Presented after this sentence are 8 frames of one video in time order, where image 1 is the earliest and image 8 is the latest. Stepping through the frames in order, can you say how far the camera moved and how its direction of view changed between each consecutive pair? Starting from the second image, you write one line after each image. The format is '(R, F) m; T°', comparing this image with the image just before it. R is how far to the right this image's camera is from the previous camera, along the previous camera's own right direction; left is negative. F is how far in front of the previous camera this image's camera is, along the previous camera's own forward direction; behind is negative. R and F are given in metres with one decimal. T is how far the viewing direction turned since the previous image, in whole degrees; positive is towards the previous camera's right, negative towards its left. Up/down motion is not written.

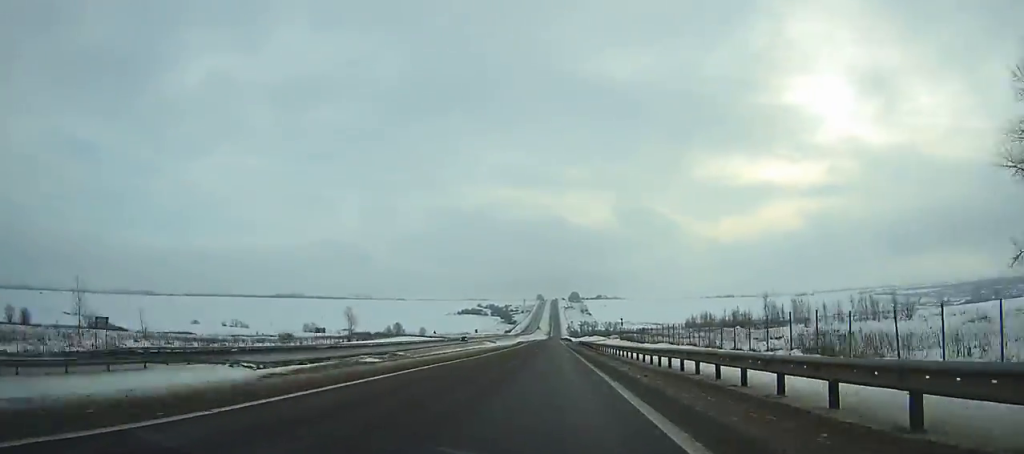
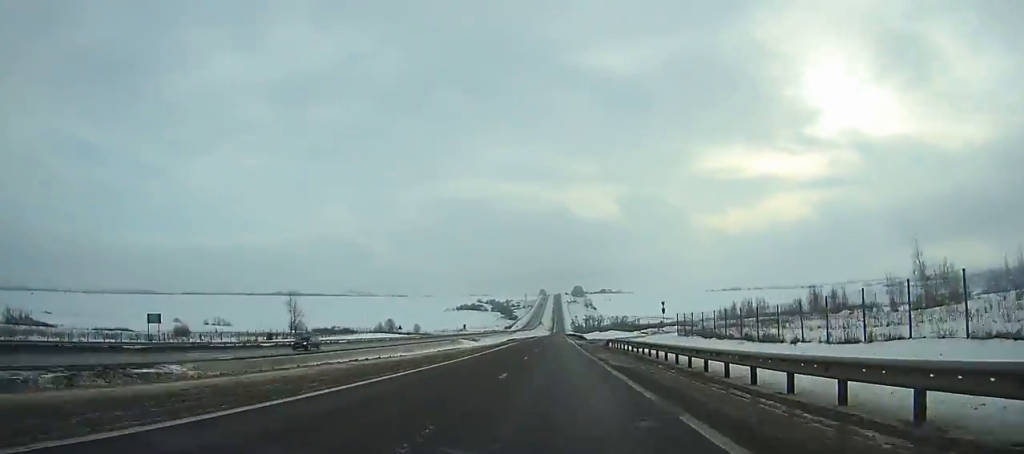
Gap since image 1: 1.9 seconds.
(-0.1, +43.2) m; 0°
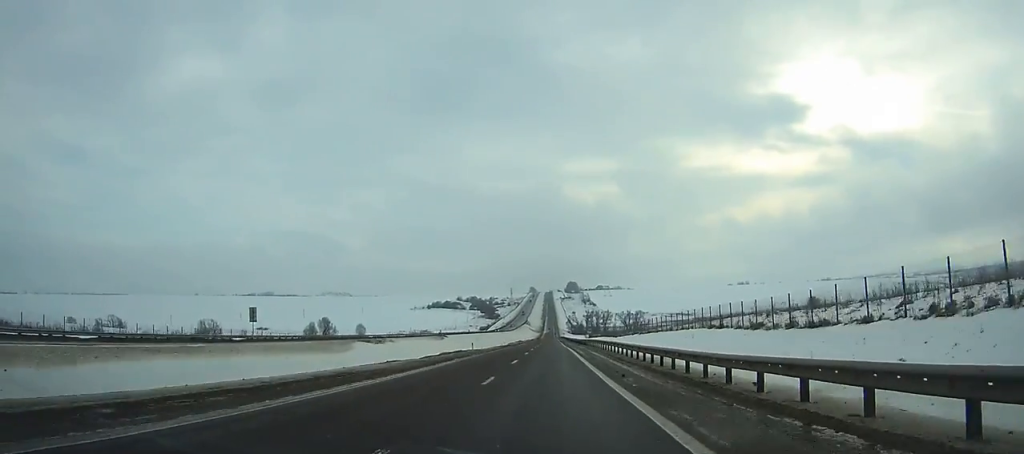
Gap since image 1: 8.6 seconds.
(+0.5, +156.7) m; 0°
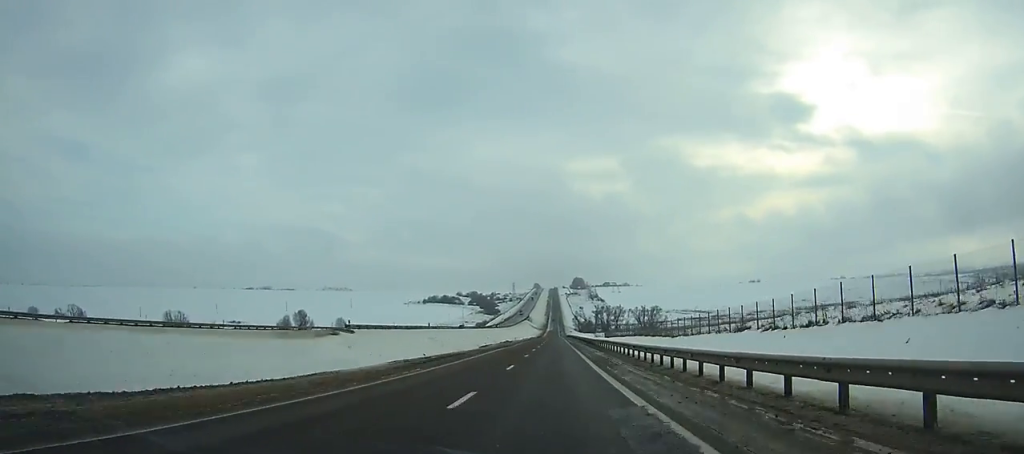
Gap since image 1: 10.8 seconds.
(0.0, +53.0) m; 0°
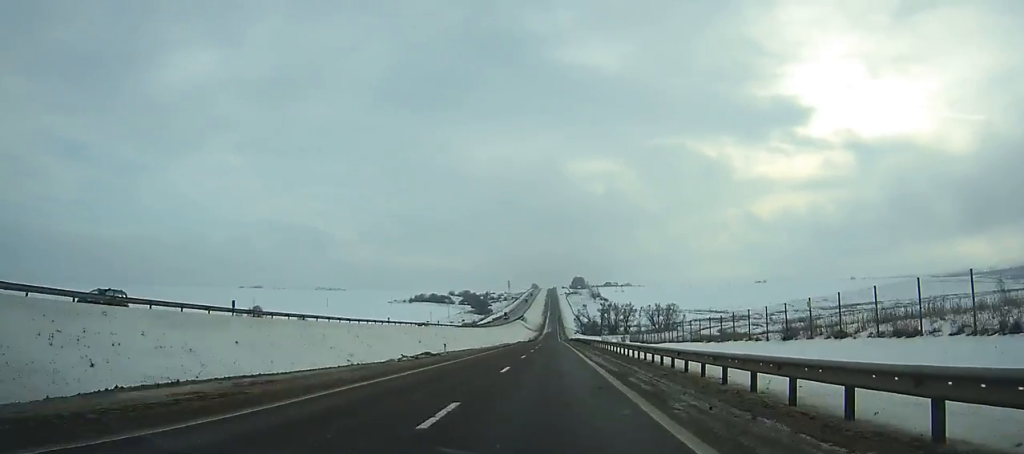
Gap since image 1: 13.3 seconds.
(+0.1, +61.7) m; 0°
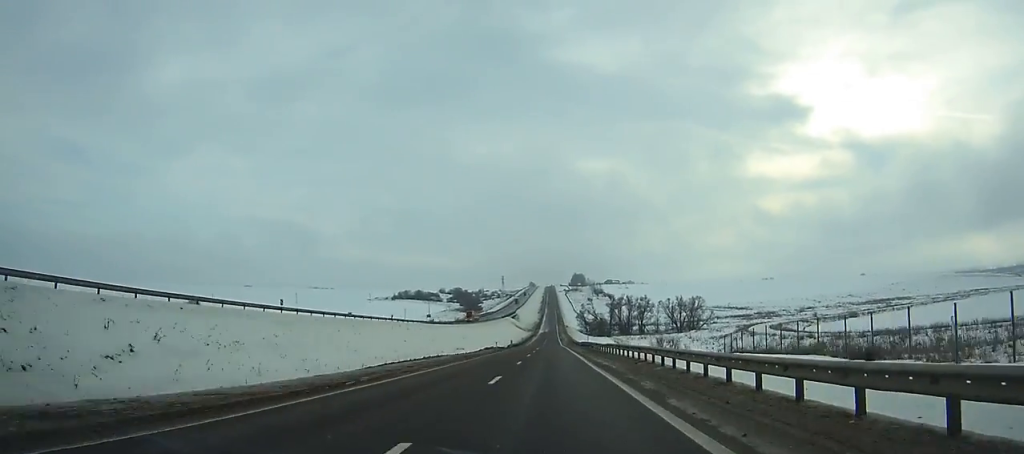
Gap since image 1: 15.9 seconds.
(-0.1, +65.5) m; 0°
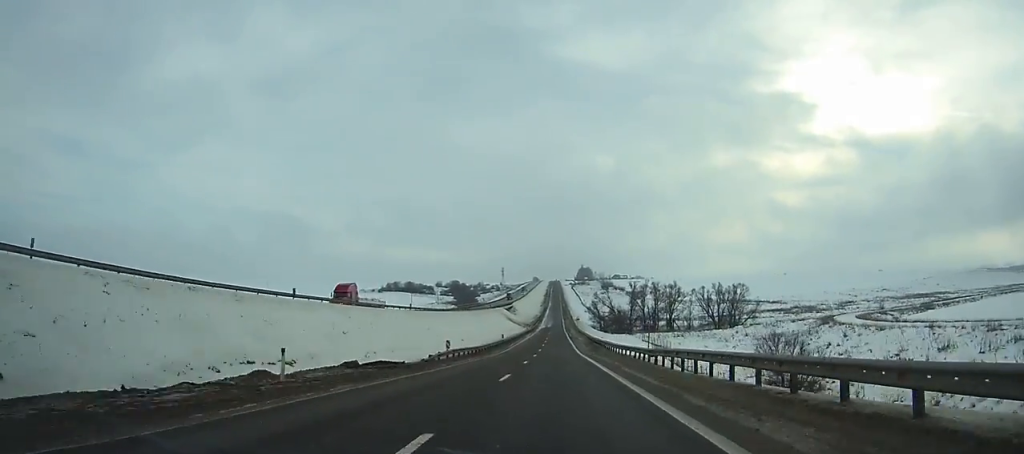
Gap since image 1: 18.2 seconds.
(-0.1, +59.0) m; 0°
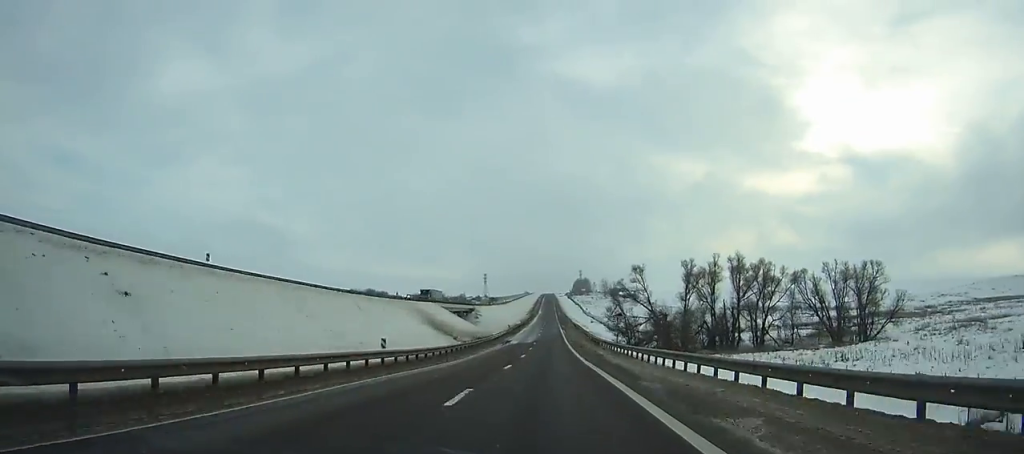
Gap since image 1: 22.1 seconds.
(+0.4, +100.8) m; +1°
